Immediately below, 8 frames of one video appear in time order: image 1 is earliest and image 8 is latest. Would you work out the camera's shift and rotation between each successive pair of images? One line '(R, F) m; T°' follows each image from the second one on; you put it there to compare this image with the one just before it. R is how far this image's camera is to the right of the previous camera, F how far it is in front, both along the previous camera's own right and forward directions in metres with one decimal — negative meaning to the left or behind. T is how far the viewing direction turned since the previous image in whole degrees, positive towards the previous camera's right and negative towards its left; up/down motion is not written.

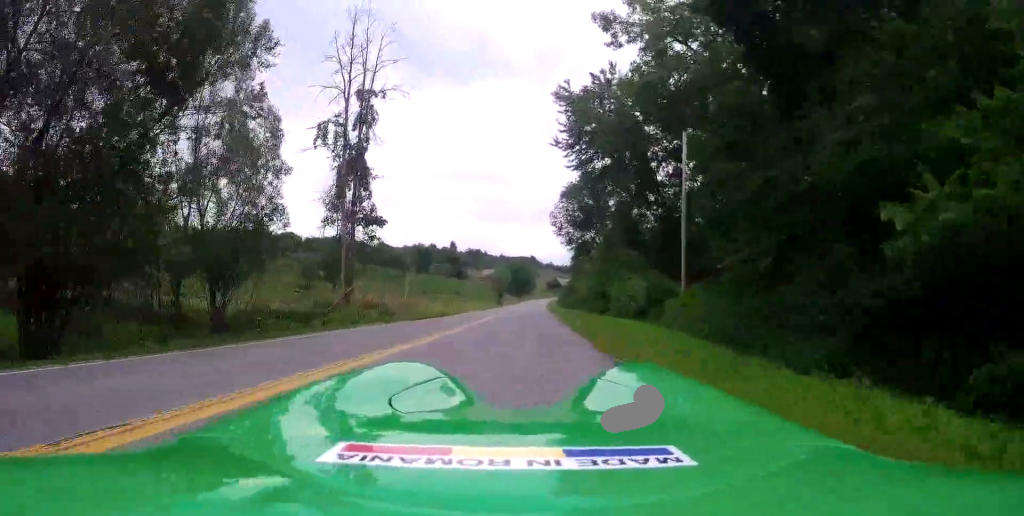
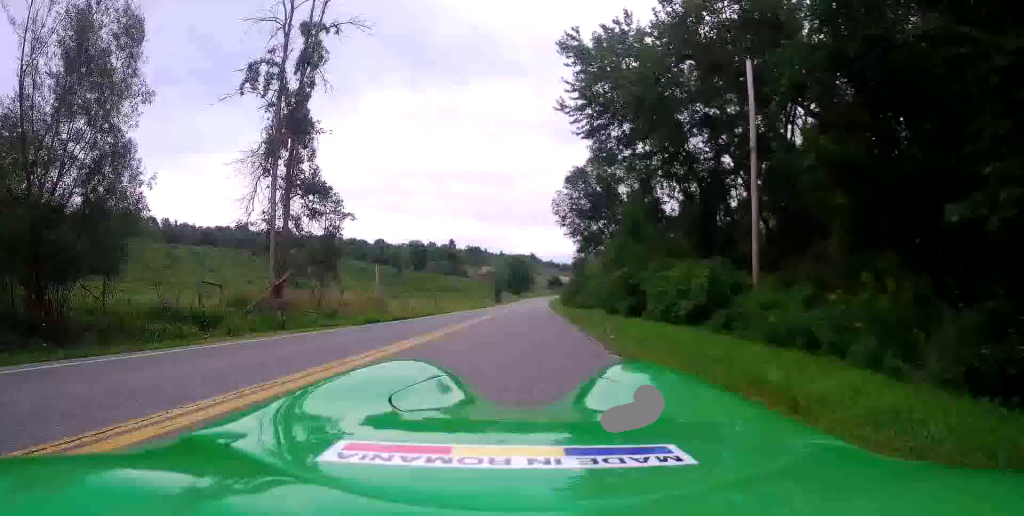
(0.0, +7.0) m; 0°
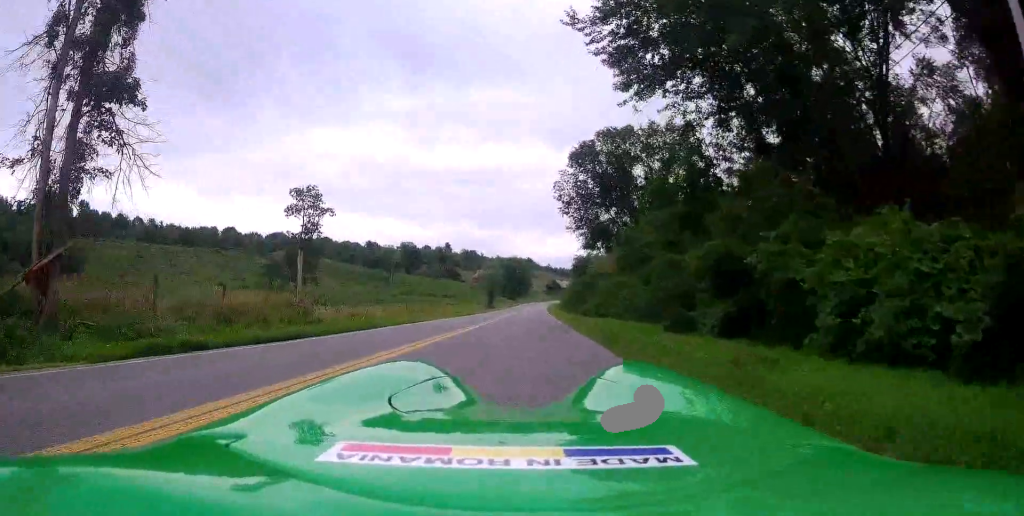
(0.0, +10.9) m; -2°
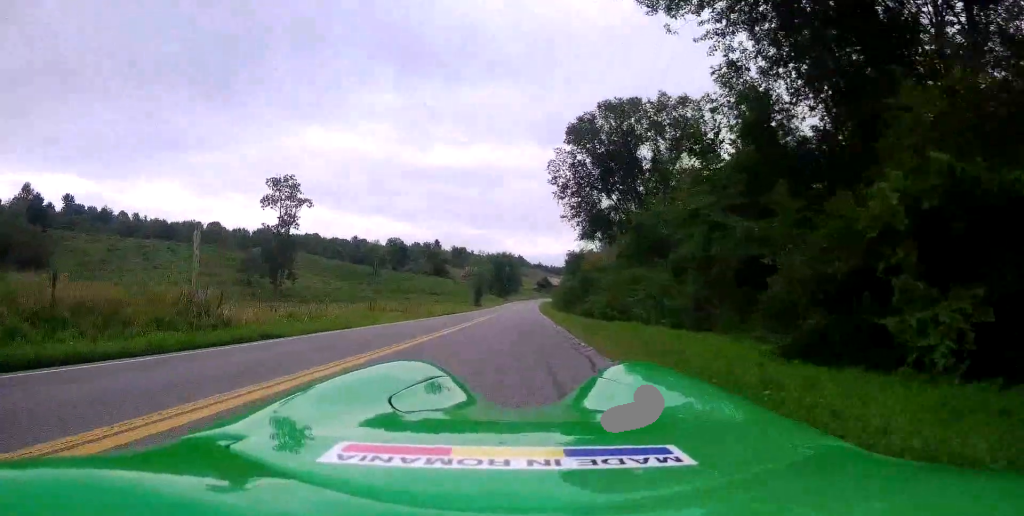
(-0.1, +8.9) m; +1°
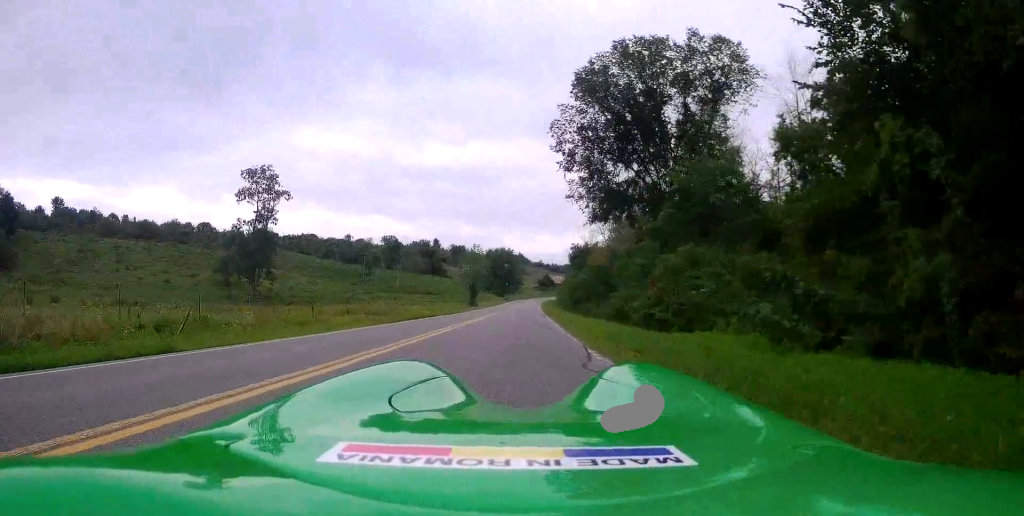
(+0.3, +12.1) m; +1°
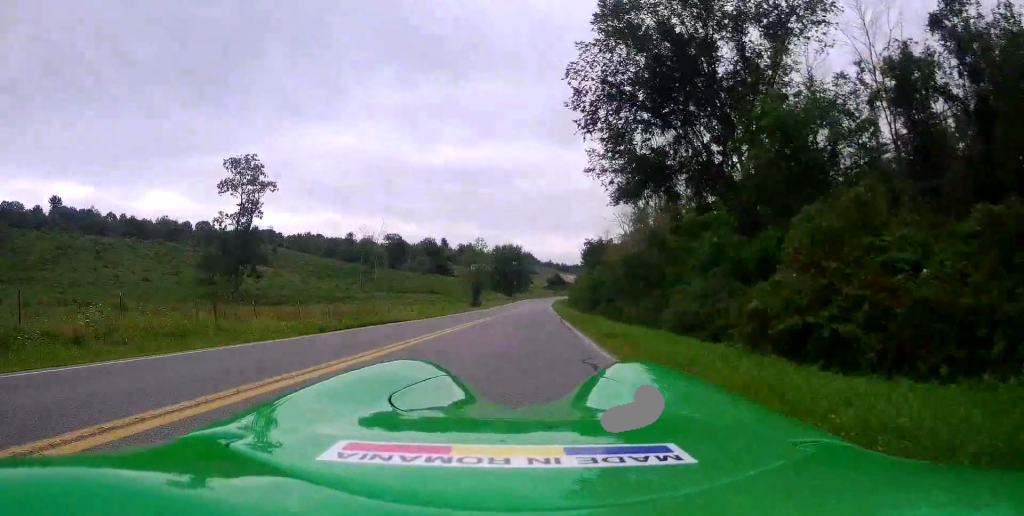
(-0.2, +11.3) m; 0°
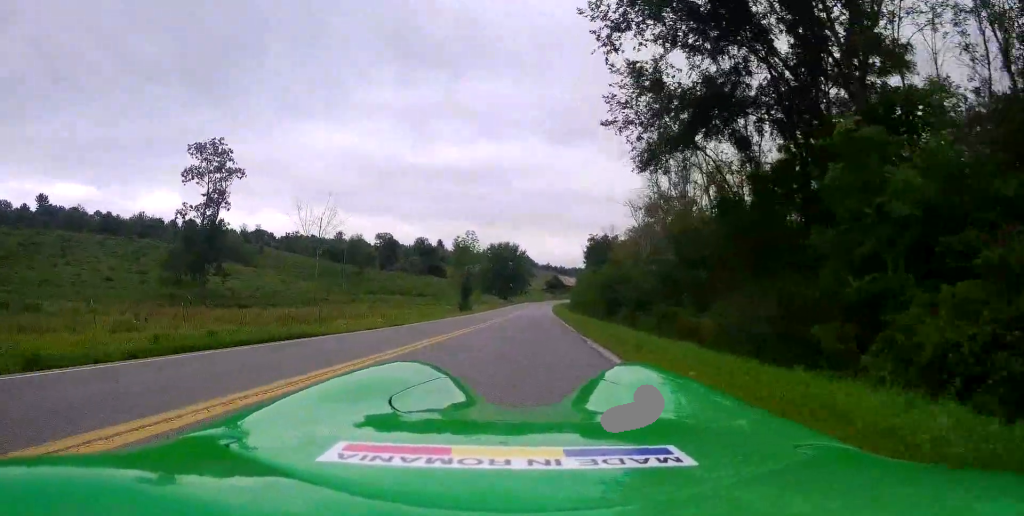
(+0.3, +11.9) m; -1°
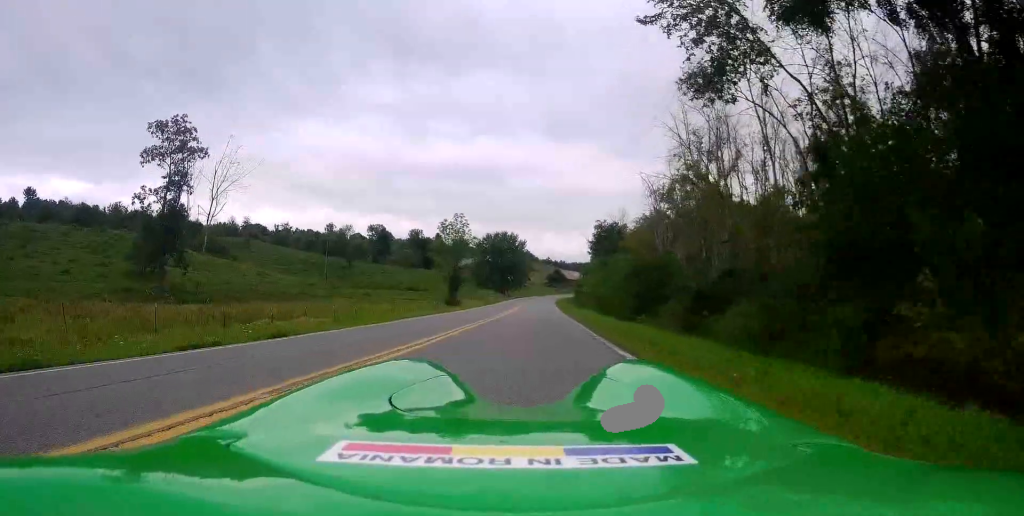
(-0.4, +11.7) m; +1°
